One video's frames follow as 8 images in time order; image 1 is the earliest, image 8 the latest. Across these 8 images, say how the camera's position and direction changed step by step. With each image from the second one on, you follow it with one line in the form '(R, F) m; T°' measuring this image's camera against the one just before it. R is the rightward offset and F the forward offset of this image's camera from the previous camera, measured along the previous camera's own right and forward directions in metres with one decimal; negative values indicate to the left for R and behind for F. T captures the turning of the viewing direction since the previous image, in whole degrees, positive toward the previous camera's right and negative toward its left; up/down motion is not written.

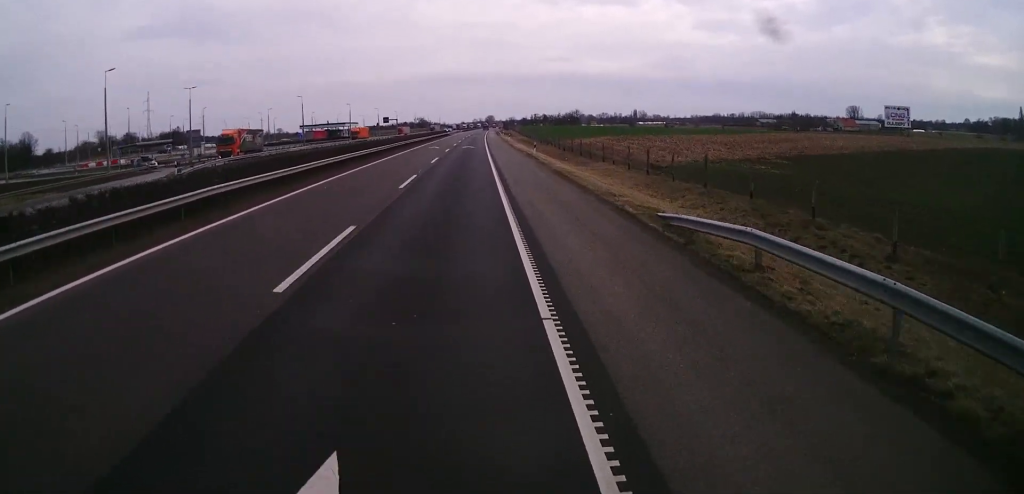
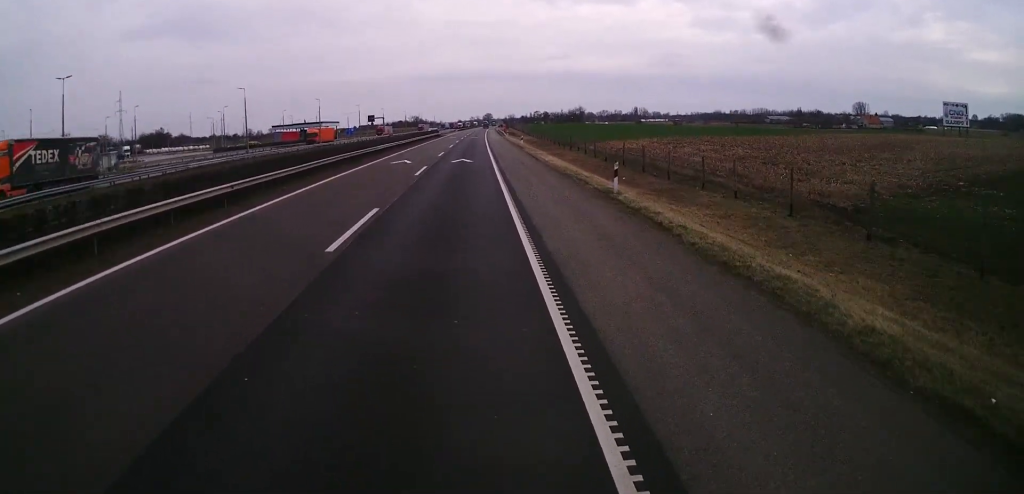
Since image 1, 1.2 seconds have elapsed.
(-0.1, +28.1) m; 0°
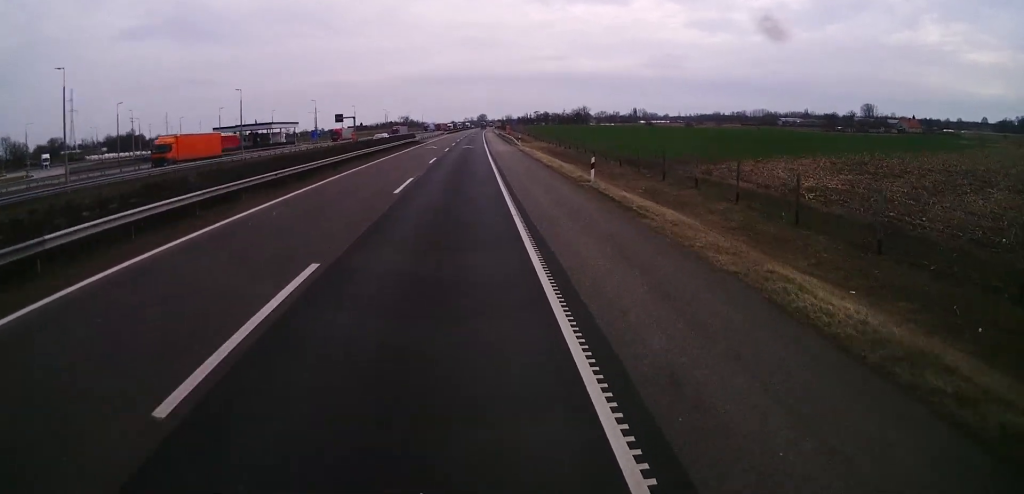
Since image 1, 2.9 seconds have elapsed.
(+0.3, +38.8) m; +1°
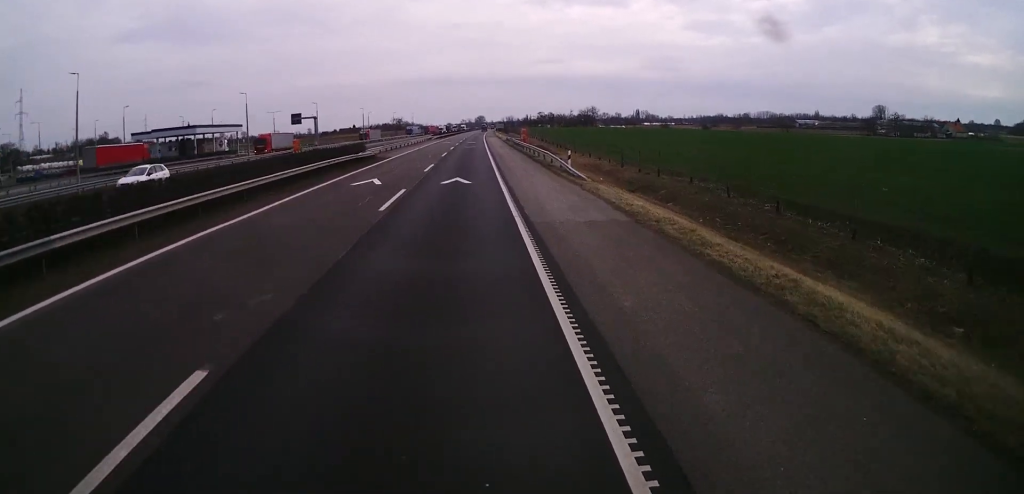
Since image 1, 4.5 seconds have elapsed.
(+0.1, +34.4) m; 0°
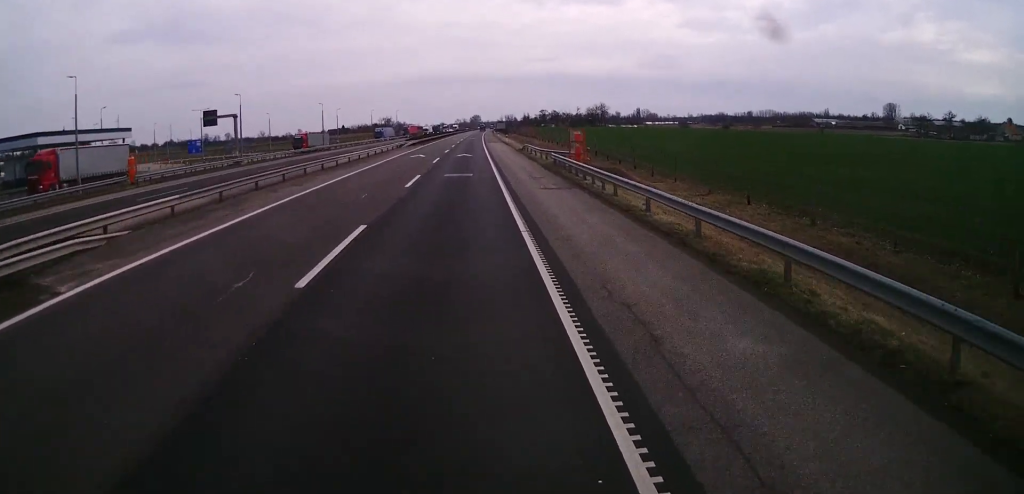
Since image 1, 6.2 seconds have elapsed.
(0.0, +43.7) m; 0°
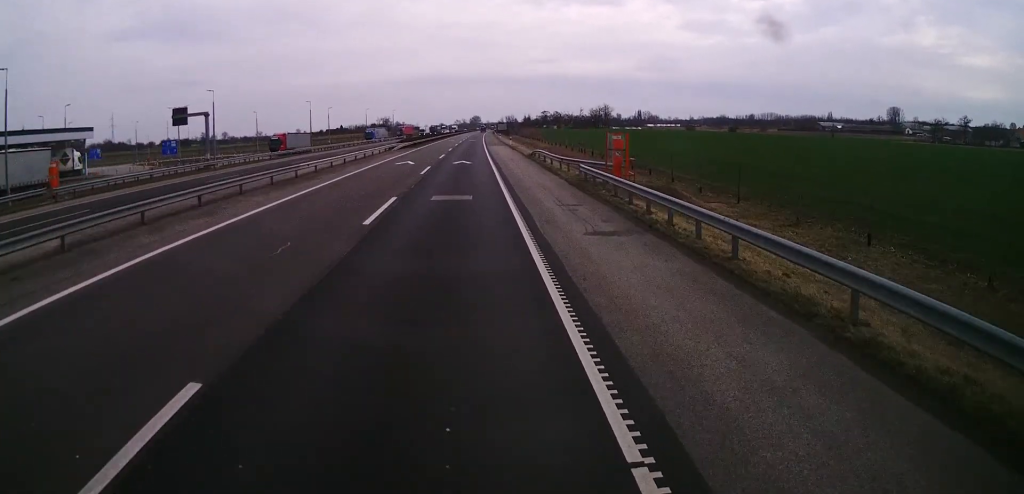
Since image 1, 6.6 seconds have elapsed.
(0.0, +11.2) m; 0°
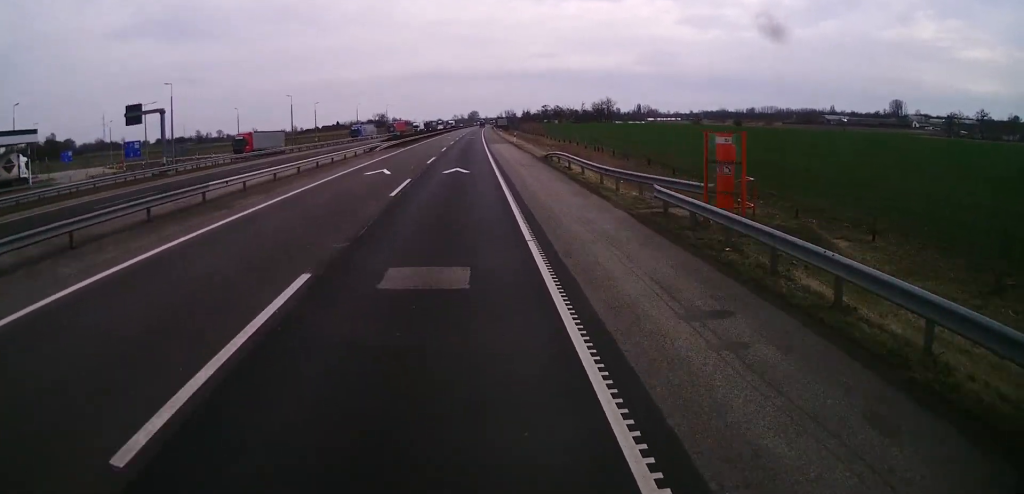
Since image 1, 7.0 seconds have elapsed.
(+0.1, +12.0) m; 0°
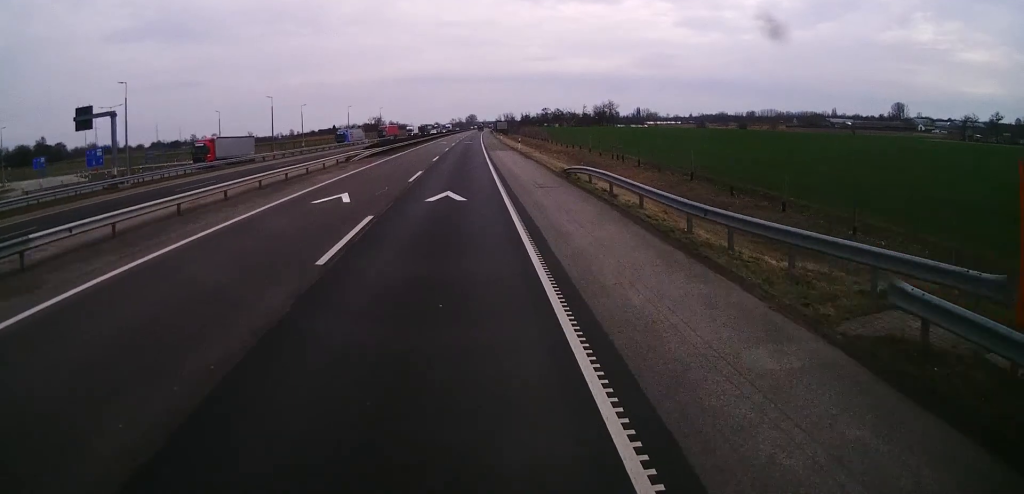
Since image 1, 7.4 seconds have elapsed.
(0.0, +10.3) m; 0°
